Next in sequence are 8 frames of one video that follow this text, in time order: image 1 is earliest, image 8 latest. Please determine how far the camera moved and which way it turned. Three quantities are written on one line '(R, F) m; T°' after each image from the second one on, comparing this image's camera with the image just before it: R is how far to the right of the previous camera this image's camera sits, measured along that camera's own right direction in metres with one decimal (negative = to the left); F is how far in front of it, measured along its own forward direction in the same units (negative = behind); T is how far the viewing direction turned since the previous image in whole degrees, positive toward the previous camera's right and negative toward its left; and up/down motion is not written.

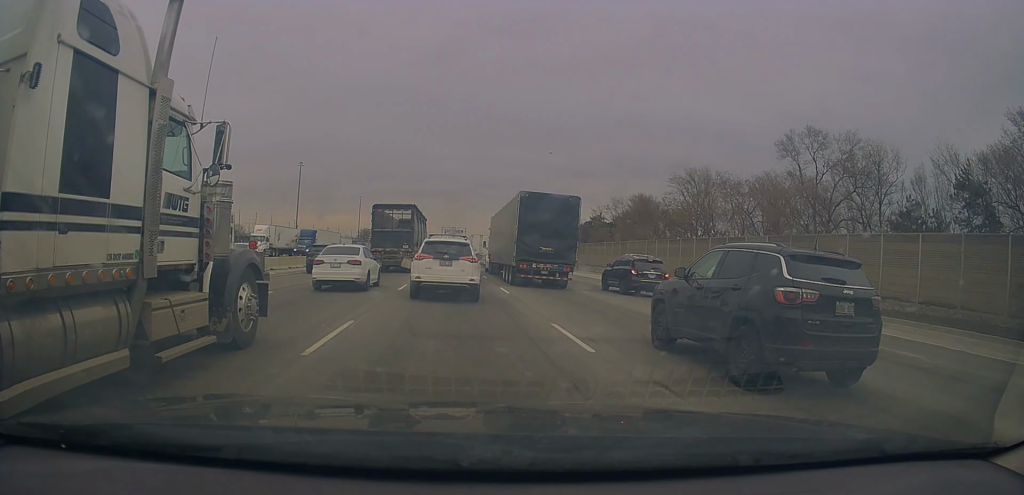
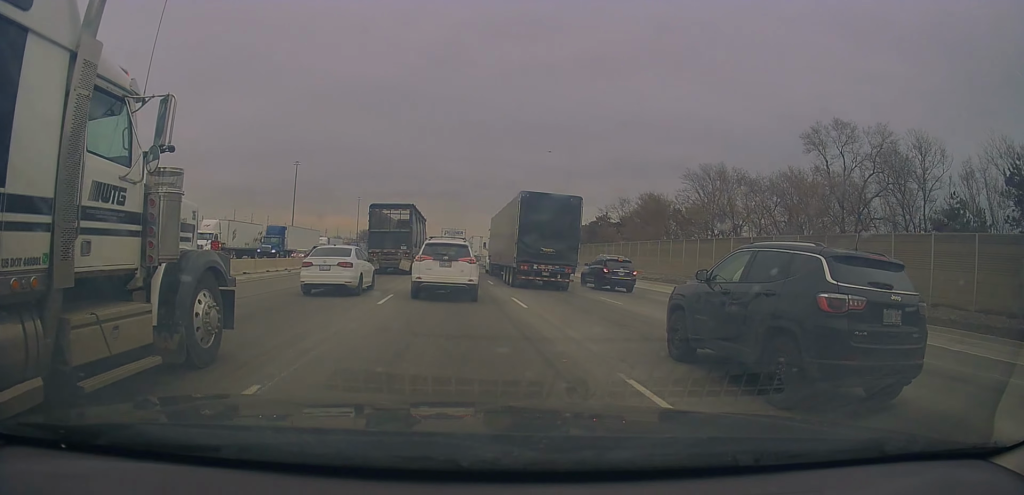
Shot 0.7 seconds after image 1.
(+0.2, +4.4) m; 0°
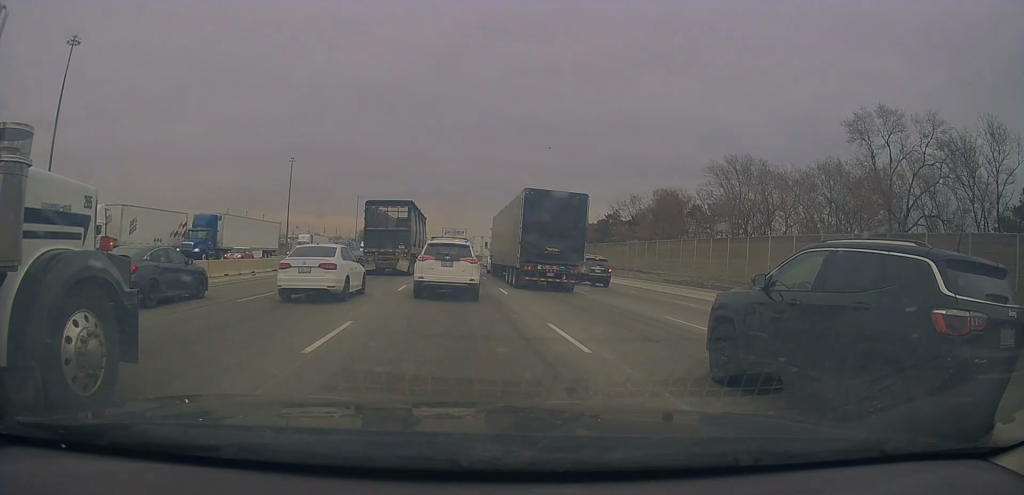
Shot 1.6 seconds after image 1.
(-0.1, +5.7) m; 0°
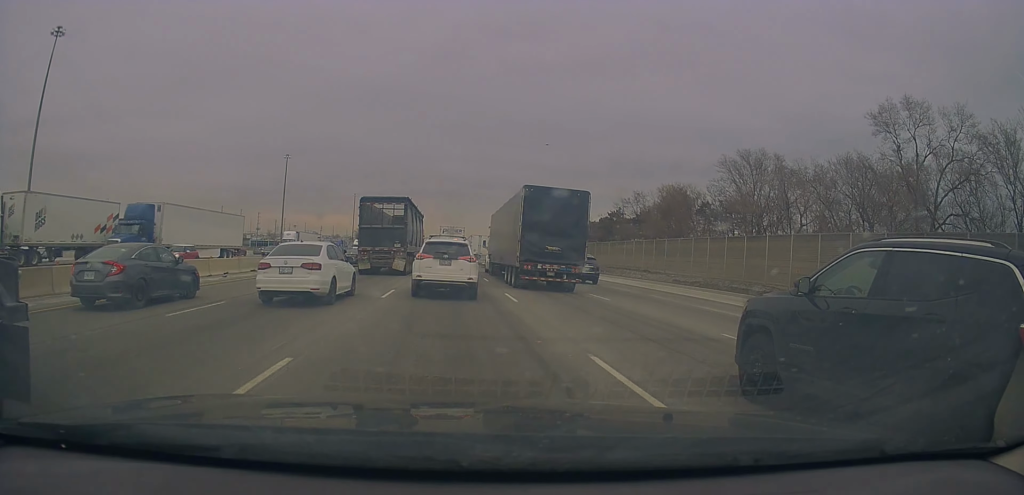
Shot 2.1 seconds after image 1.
(-0.1, +3.1) m; 0°
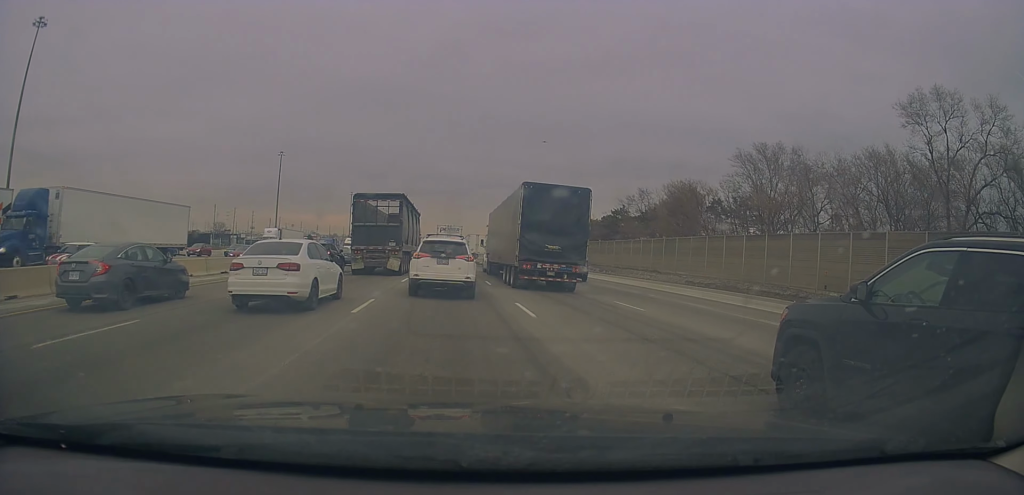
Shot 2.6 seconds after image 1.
(+0.2, +3.5) m; 0°
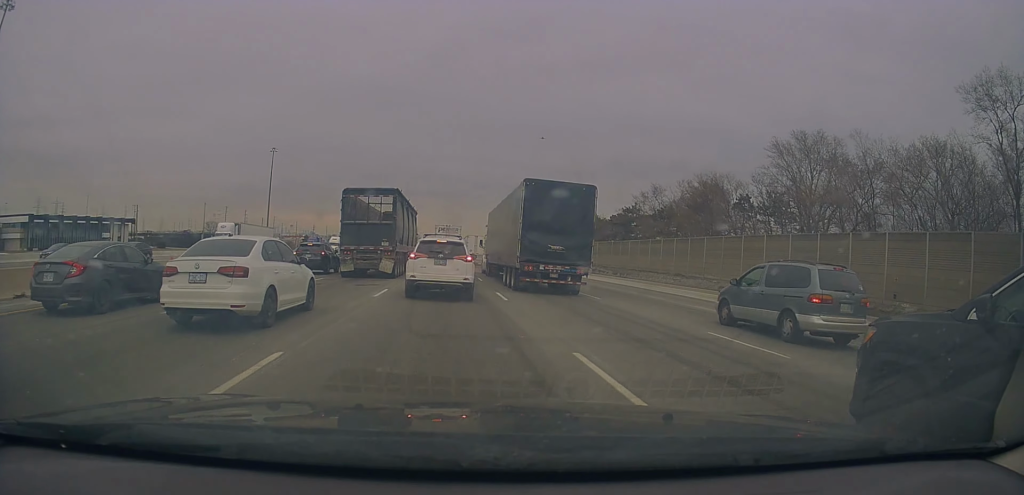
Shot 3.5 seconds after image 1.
(0.0, +6.8) m; 0°
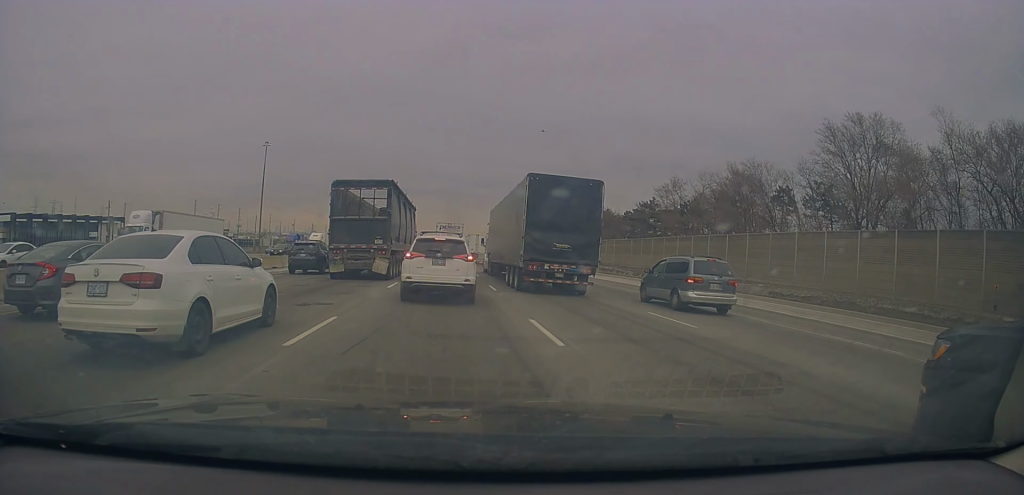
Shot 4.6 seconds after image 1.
(0.0, +8.2) m; 0°
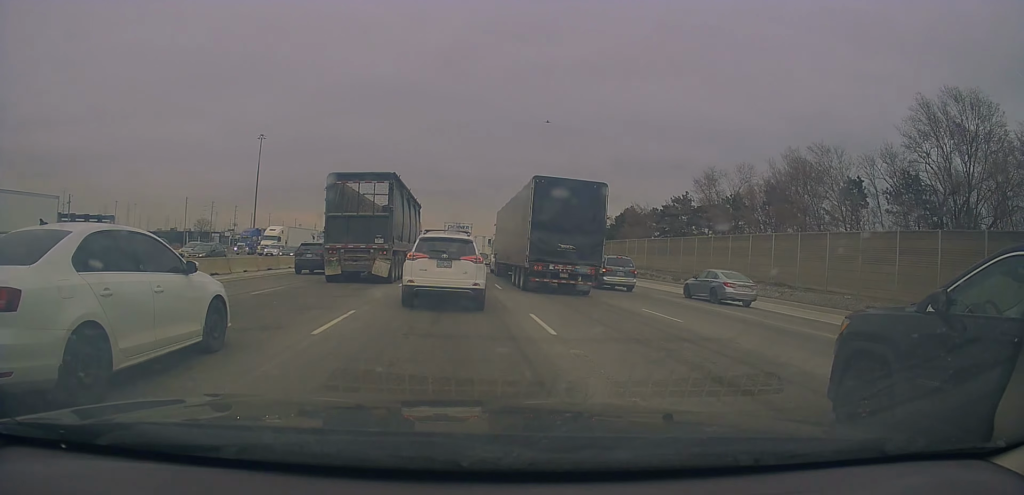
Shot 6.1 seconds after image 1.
(-0.2, +12.5) m; -2°
